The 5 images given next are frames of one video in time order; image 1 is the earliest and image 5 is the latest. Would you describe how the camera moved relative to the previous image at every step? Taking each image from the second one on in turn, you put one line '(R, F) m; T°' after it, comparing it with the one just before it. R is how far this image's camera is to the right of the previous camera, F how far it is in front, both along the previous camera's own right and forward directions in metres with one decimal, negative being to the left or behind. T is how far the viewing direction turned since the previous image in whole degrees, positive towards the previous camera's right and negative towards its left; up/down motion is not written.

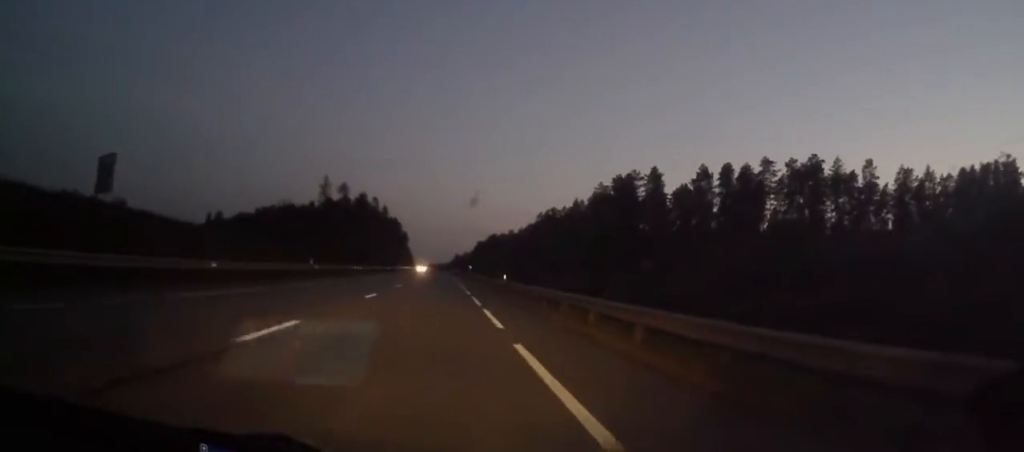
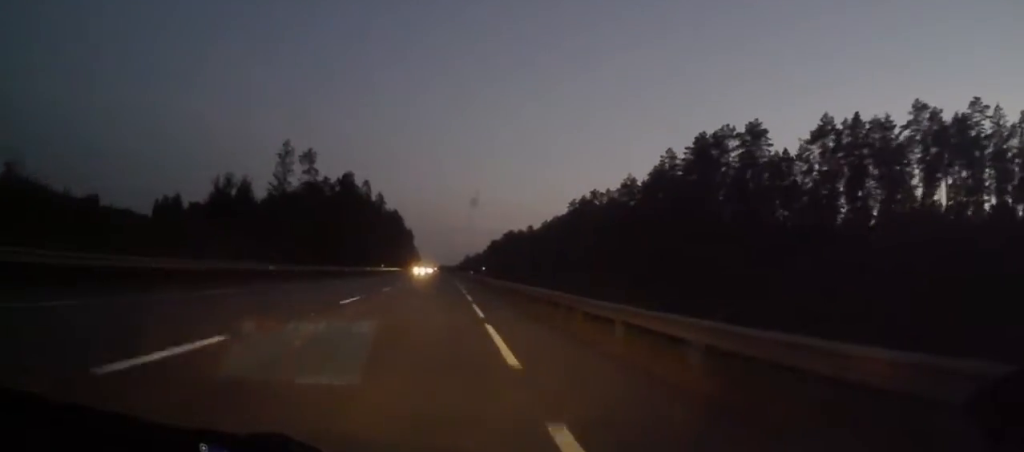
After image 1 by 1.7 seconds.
(-0.3, +51.7) m; 0°
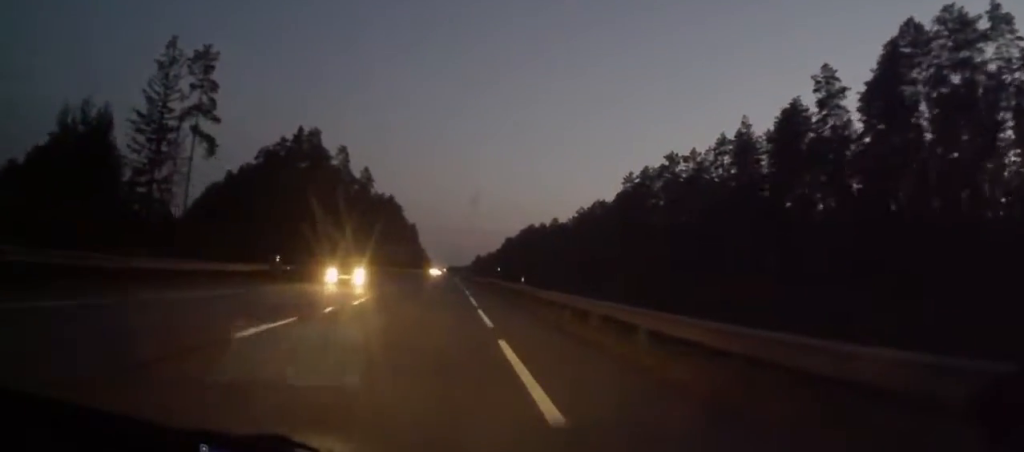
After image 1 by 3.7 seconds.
(-0.2, +57.0) m; -2°
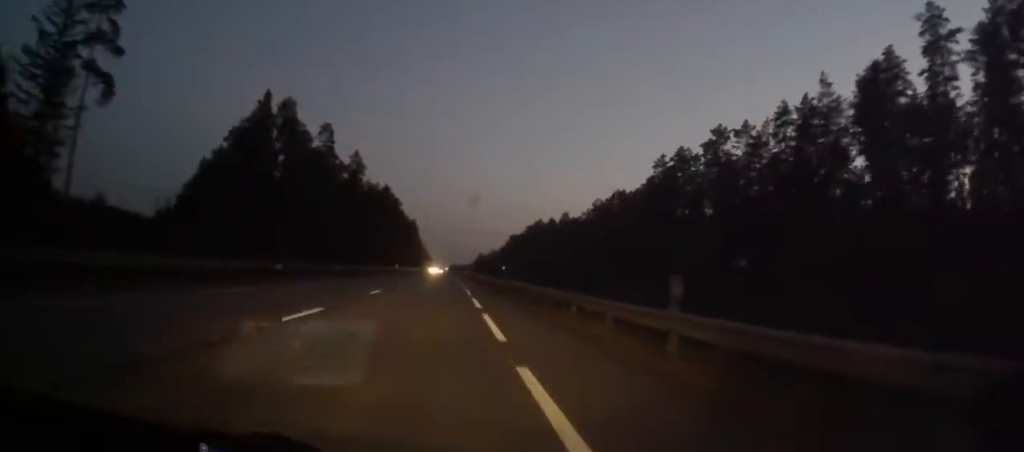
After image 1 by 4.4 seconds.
(-0.3, +21.7) m; 0°
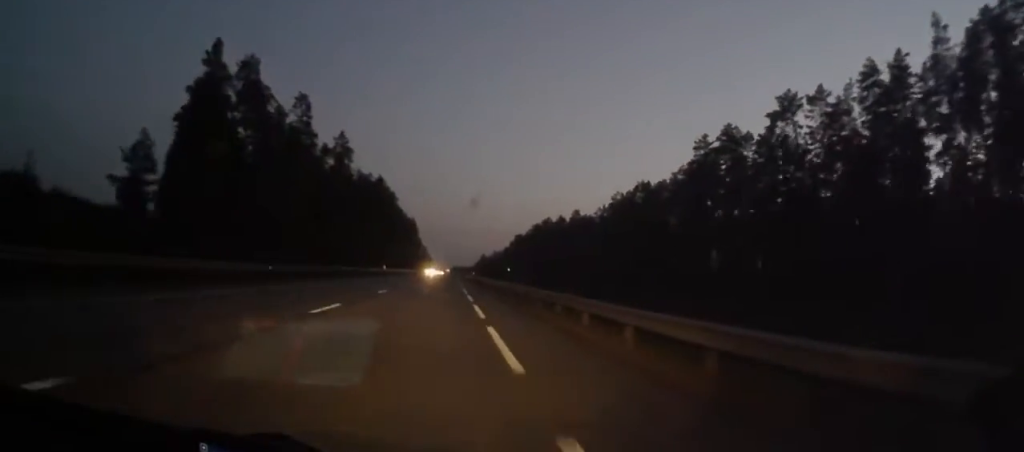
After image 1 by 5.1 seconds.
(+0.2, +21.6) m; 0°
